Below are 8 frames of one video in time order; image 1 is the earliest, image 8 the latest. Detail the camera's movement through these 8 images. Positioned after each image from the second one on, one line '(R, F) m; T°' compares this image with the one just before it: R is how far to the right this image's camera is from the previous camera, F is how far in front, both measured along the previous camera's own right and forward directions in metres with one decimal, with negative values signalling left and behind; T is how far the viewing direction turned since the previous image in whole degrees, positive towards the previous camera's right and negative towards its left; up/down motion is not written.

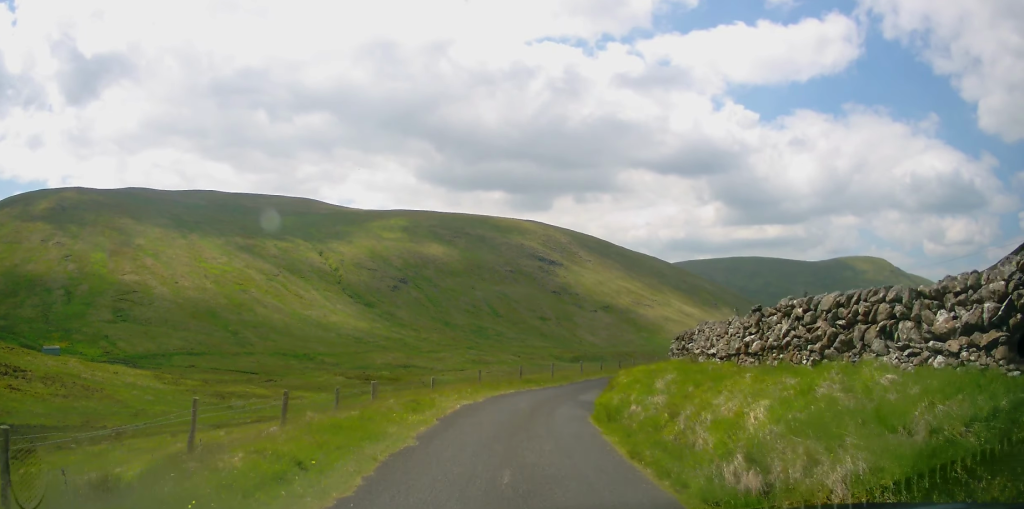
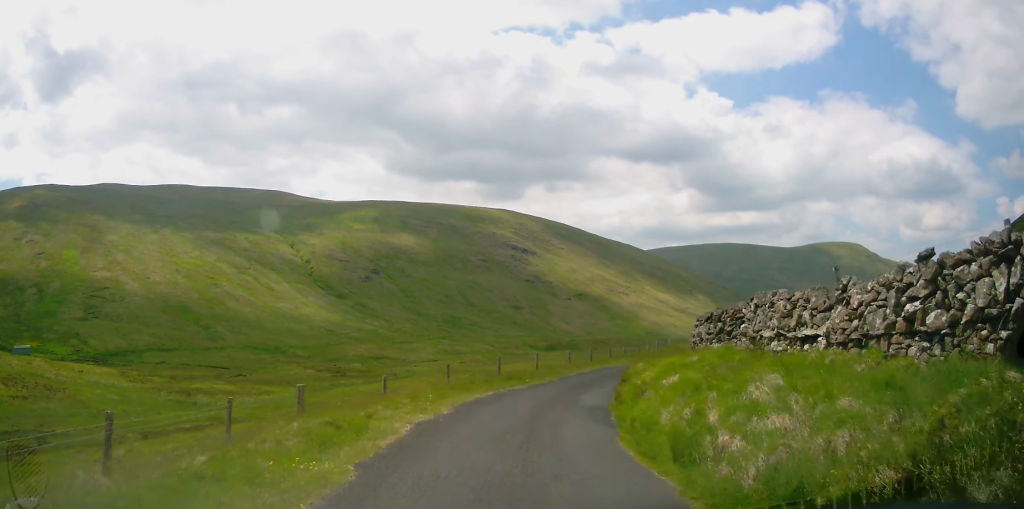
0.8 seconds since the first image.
(0.0, +5.5) m; +4°
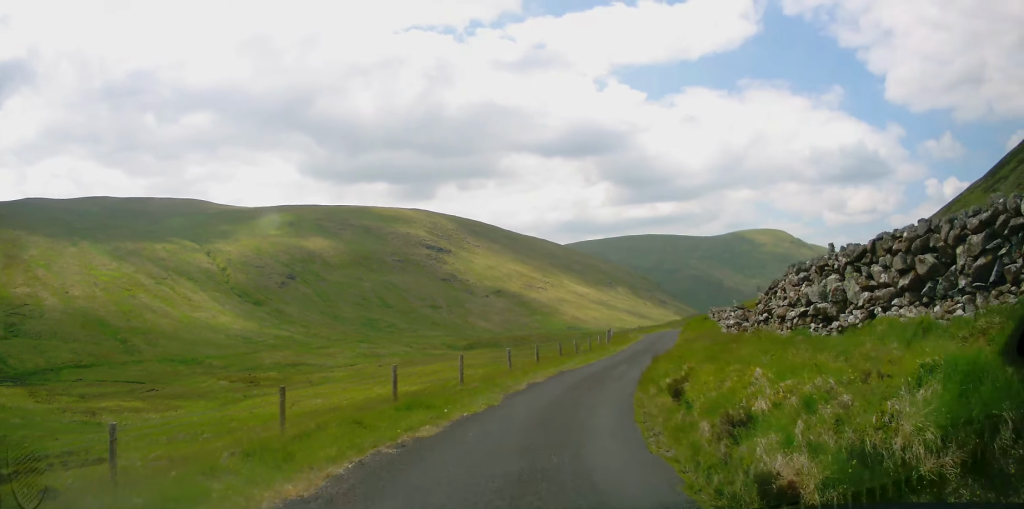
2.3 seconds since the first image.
(+0.9, +10.5) m; +8°
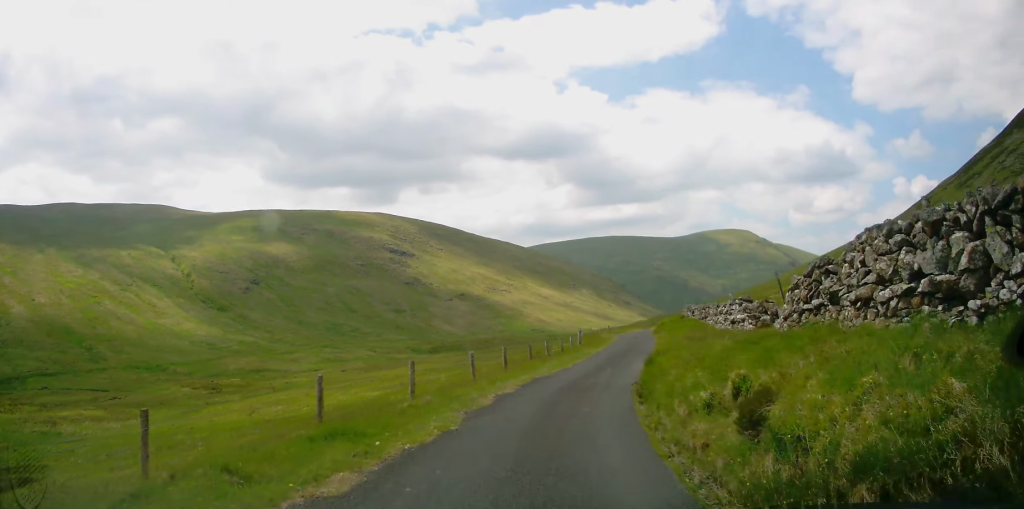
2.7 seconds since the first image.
(0.0, +3.4) m; +2°
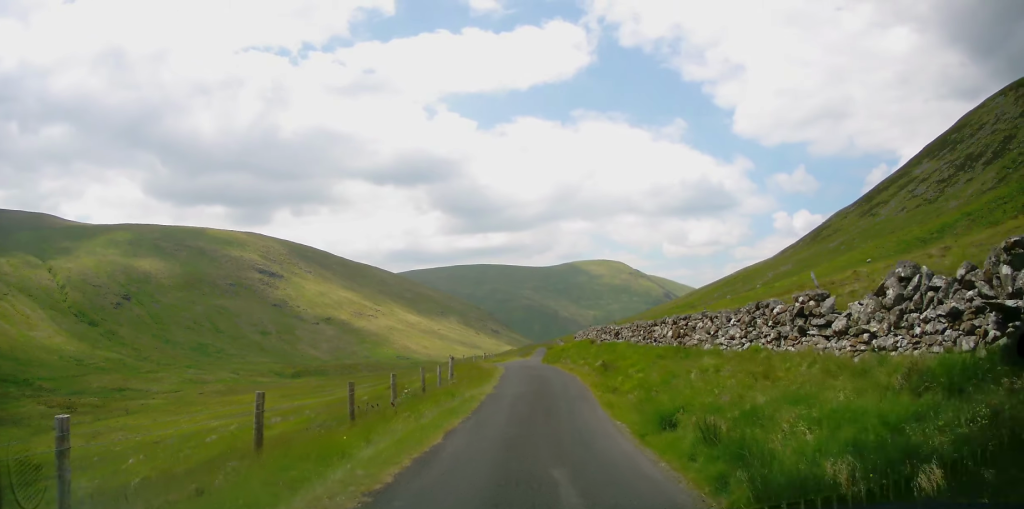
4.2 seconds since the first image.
(+1.4, +13.4) m; +12°
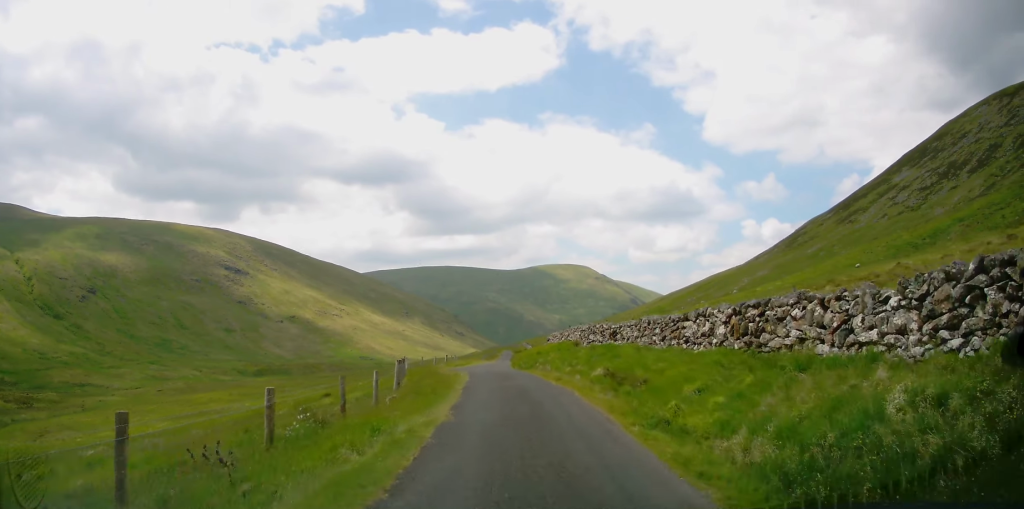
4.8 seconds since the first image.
(+0.3, +6.6) m; +3°
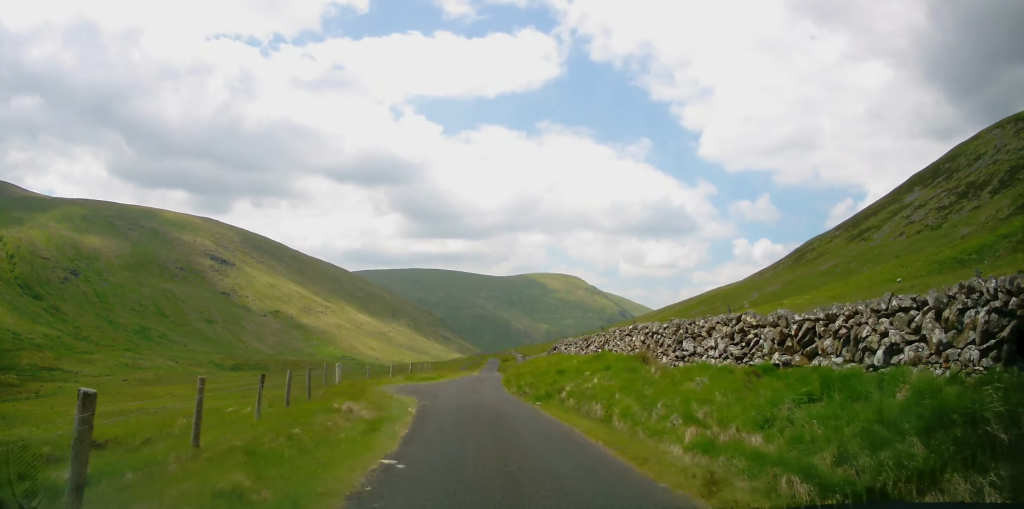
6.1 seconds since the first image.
(+0.3, +14.4) m; 0°
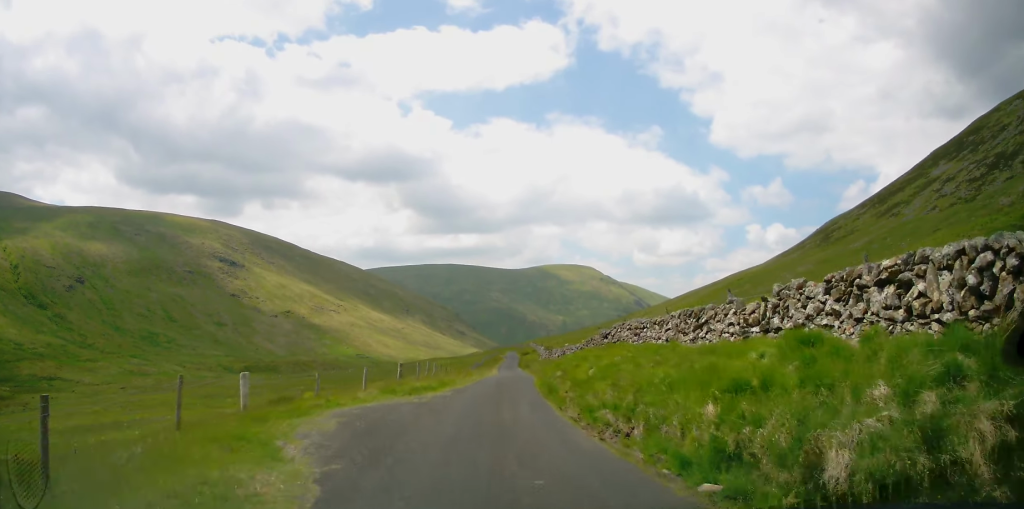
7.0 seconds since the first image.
(-0.1, +11.5) m; -1°
